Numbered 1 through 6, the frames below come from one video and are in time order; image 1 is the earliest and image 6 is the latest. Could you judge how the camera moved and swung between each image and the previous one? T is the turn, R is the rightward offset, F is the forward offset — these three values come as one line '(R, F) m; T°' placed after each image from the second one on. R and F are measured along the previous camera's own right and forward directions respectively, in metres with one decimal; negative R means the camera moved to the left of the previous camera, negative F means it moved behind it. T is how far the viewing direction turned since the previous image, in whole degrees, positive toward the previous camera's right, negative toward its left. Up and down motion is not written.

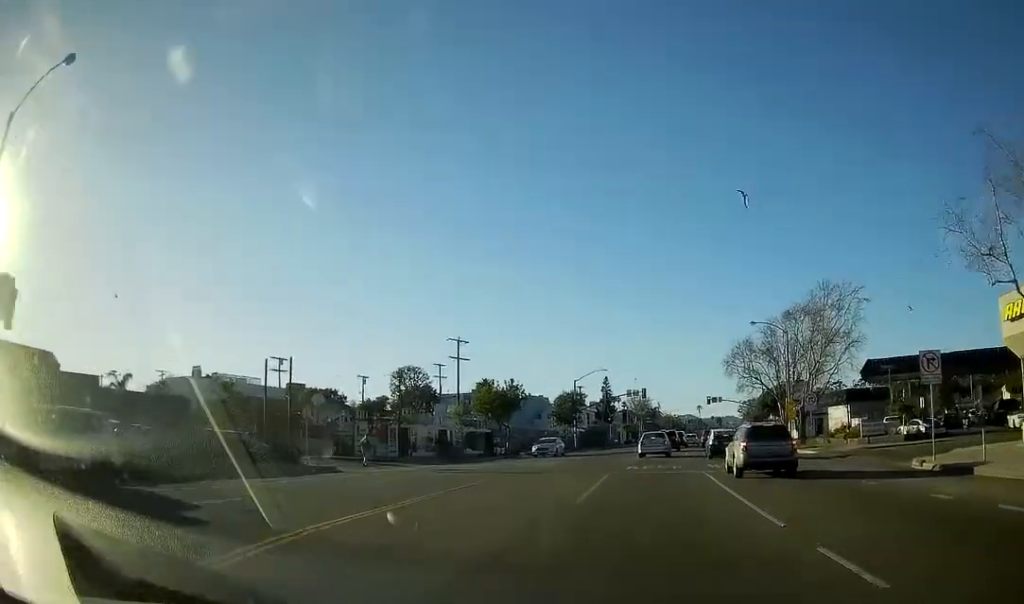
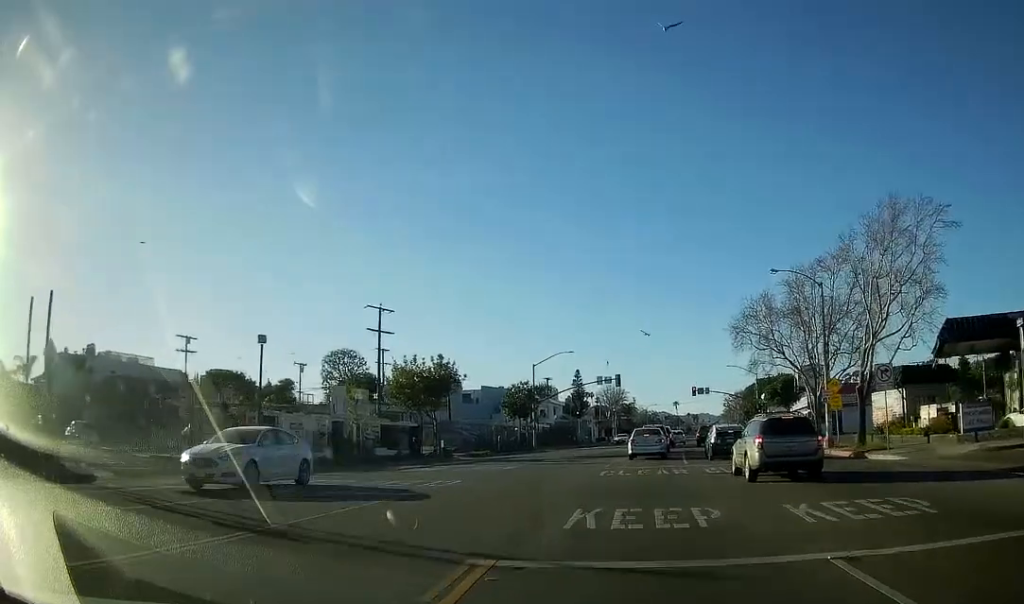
(-0.1, +21.1) m; +2°
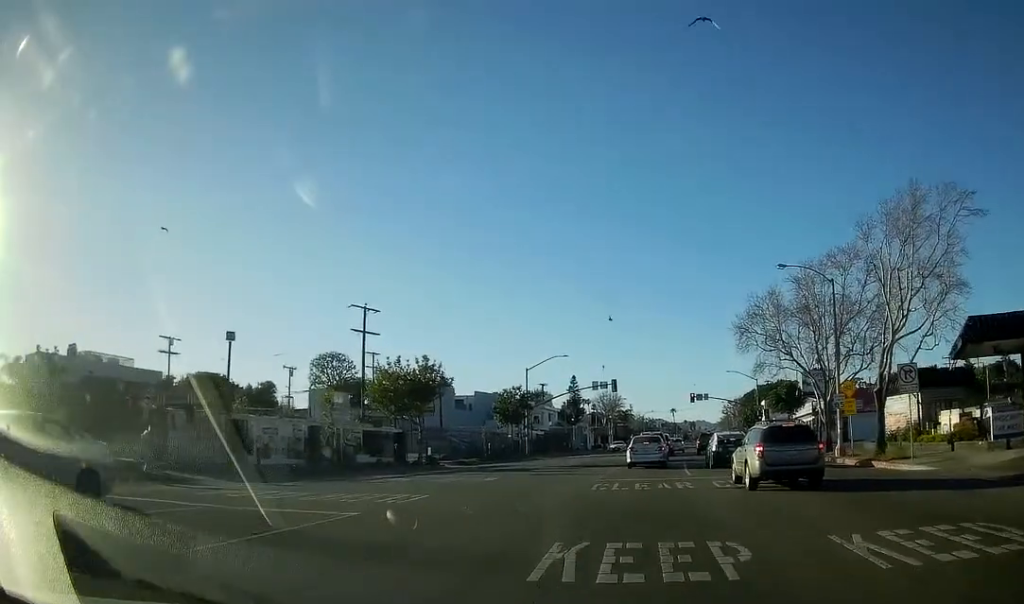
(0.0, +3.9) m; +1°
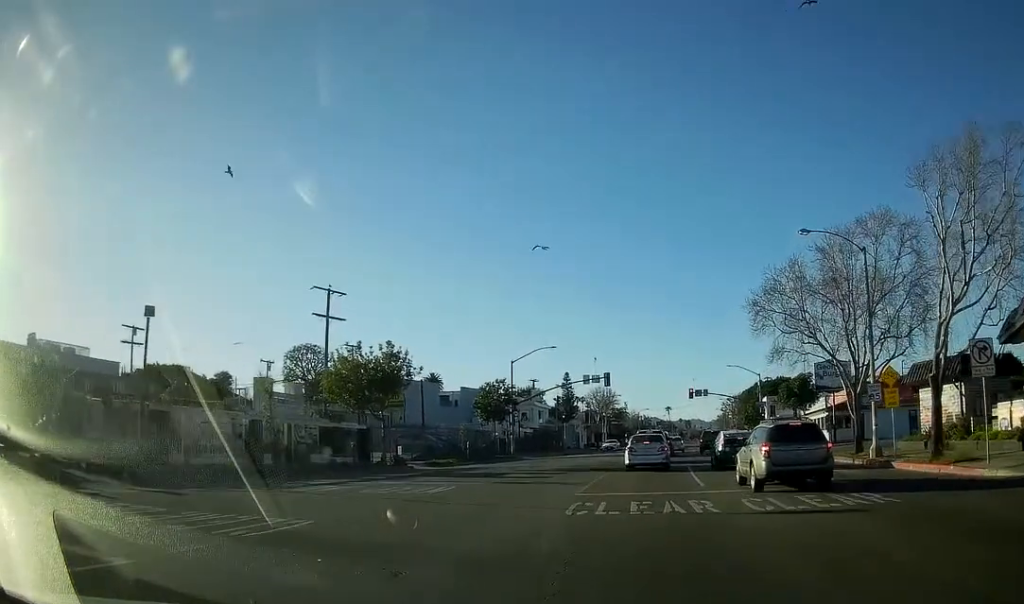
(+0.2, +7.3) m; +1°
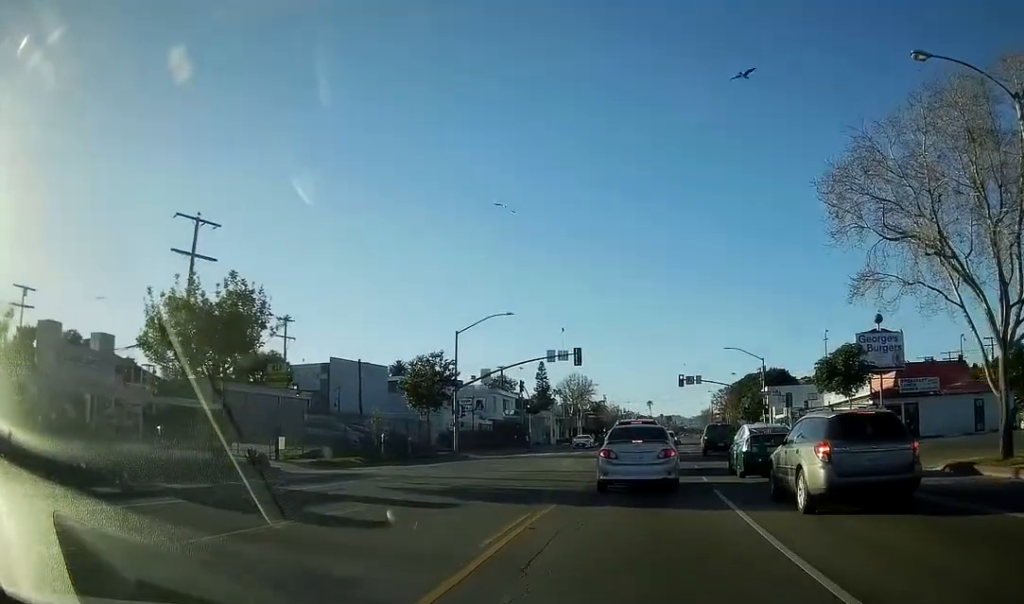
(+0.4, +14.9) m; +3°
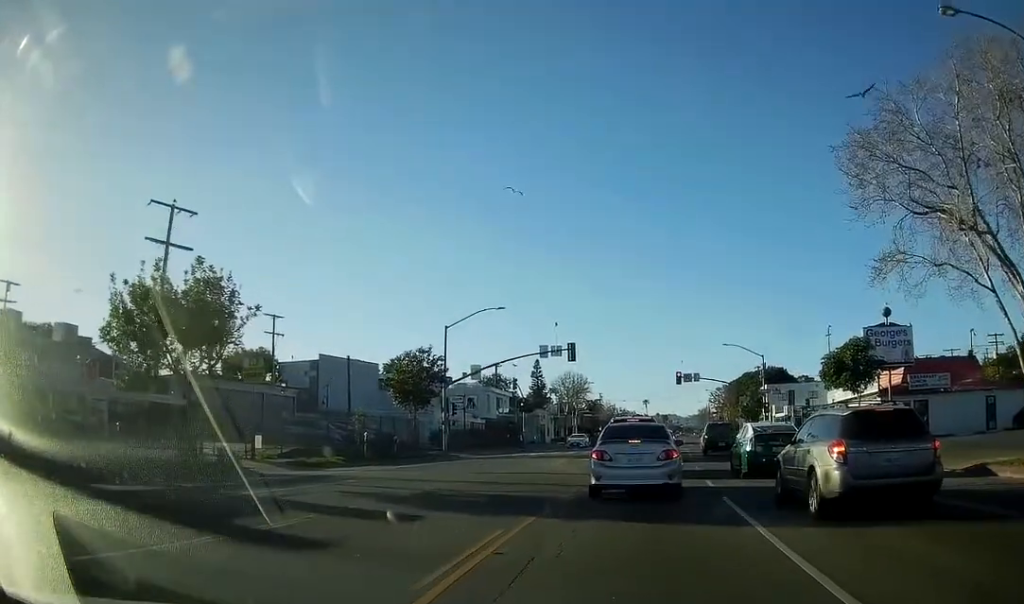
(0.0, +2.1) m; 0°
